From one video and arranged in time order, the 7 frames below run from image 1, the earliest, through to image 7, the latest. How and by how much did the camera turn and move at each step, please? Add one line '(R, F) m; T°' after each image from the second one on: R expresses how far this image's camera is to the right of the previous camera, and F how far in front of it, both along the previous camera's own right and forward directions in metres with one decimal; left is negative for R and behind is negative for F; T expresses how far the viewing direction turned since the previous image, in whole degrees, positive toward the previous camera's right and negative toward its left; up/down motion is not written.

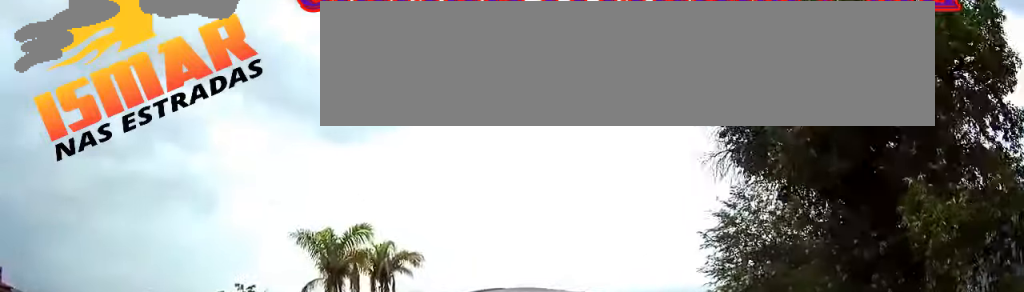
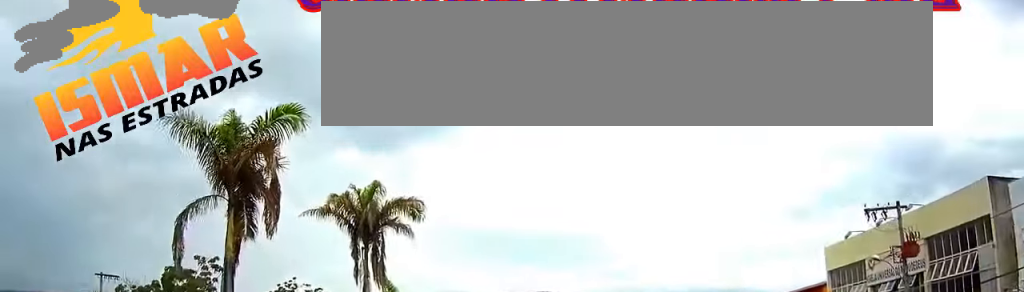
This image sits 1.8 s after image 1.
(0.0, +14.8) m; -2°
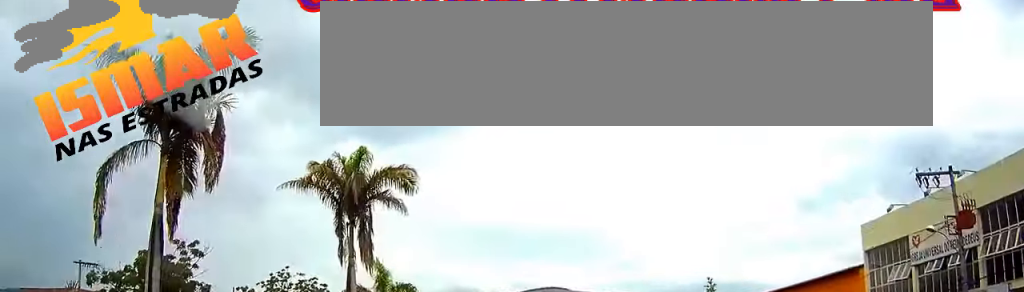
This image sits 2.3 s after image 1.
(+0.1, +4.1) m; -2°
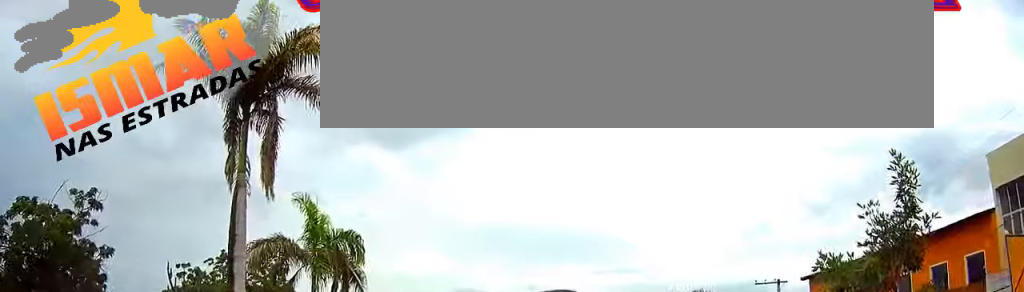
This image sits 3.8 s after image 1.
(-0.5, +12.1) m; -2°
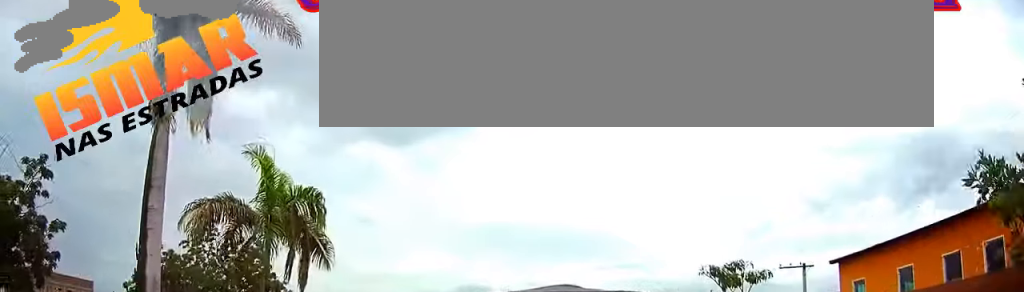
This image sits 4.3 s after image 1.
(0.0, +4.3) m; 0°
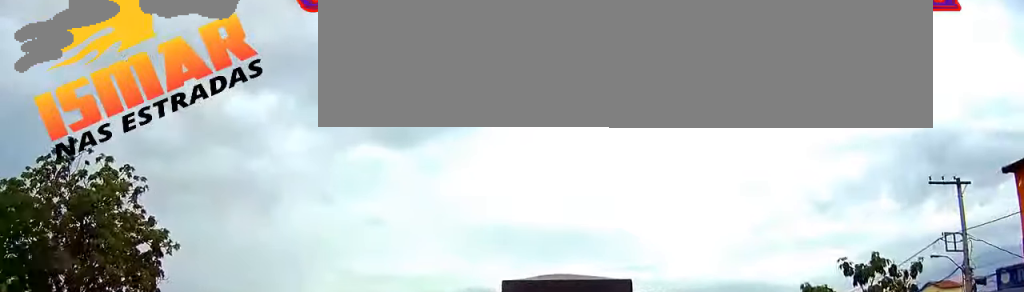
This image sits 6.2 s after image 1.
(-0.1, +17.5) m; -1°
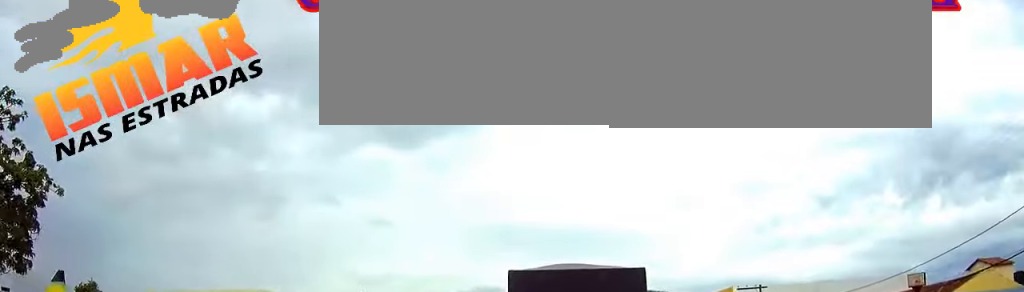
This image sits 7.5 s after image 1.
(-0.1, +10.9) m; 0°
